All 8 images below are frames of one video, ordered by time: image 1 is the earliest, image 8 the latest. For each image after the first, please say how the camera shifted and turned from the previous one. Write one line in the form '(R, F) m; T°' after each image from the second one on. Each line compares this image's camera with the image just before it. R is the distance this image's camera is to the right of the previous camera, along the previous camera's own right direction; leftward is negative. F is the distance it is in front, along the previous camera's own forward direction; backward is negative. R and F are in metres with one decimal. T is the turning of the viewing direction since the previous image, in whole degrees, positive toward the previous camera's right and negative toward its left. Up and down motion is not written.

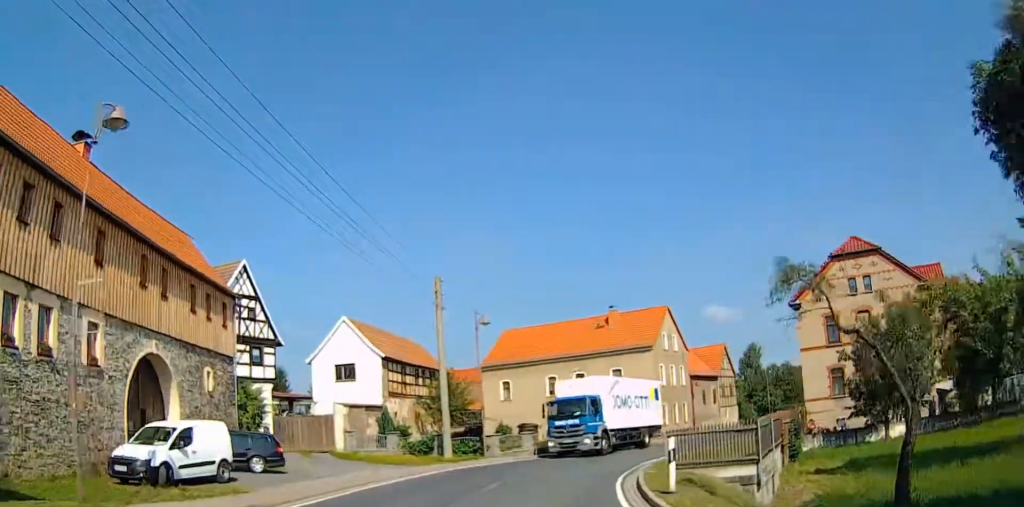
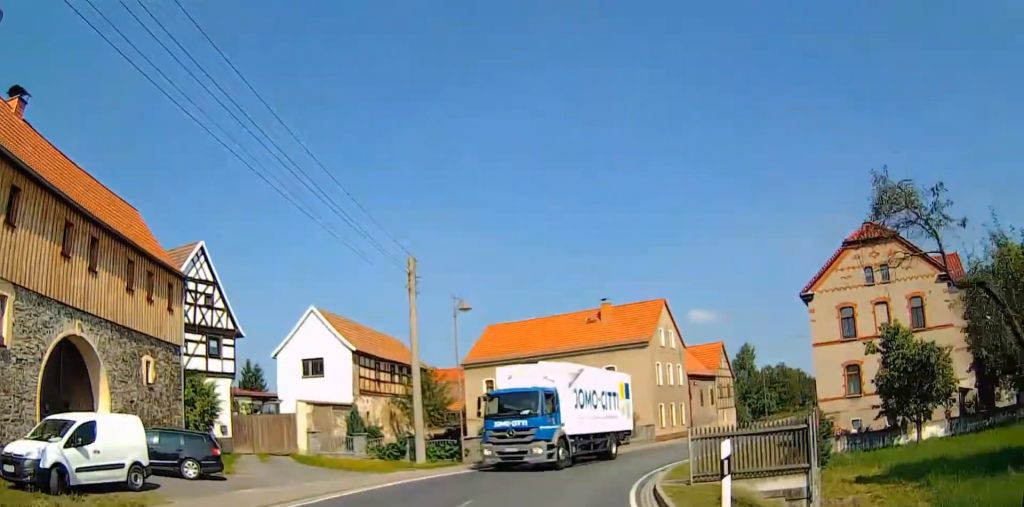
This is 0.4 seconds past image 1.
(0.0, +4.1) m; +2°
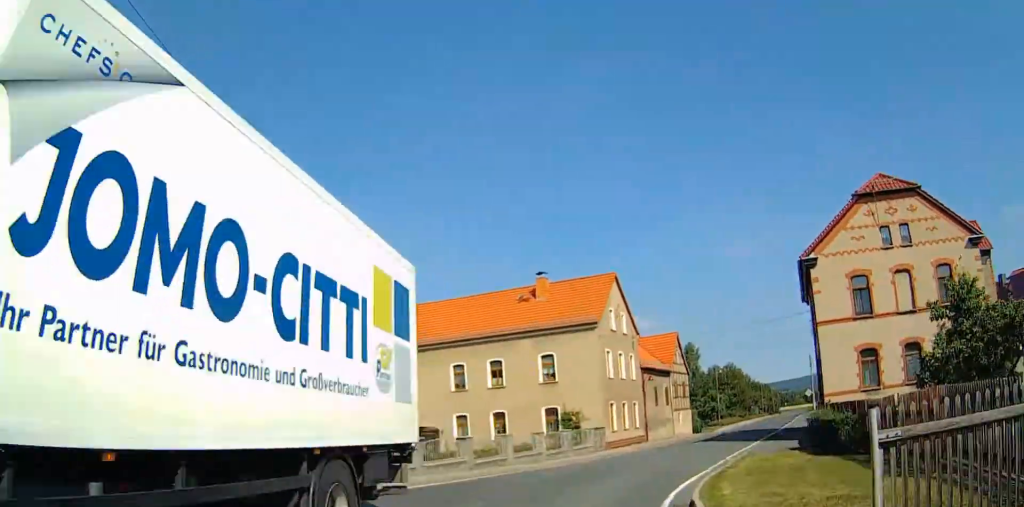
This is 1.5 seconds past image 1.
(+0.2, +10.7) m; +3°
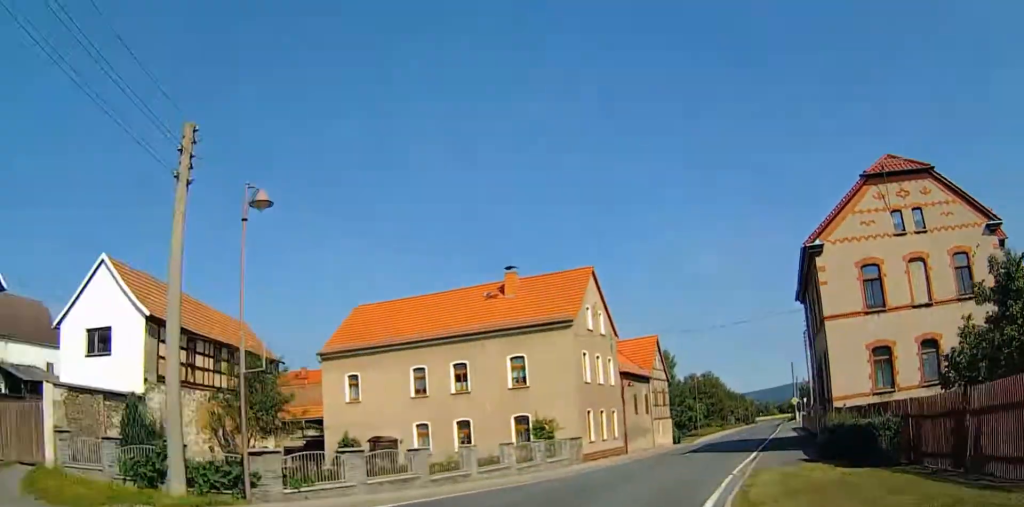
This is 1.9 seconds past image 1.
(-0.1, +4.9) m; +5°
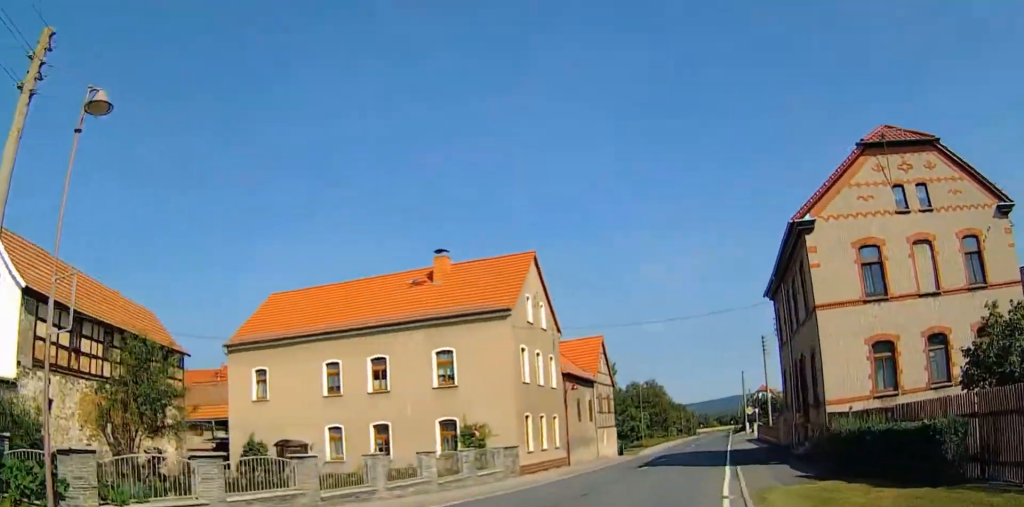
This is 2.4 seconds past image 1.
(-0.2, +6.0) m; +6°
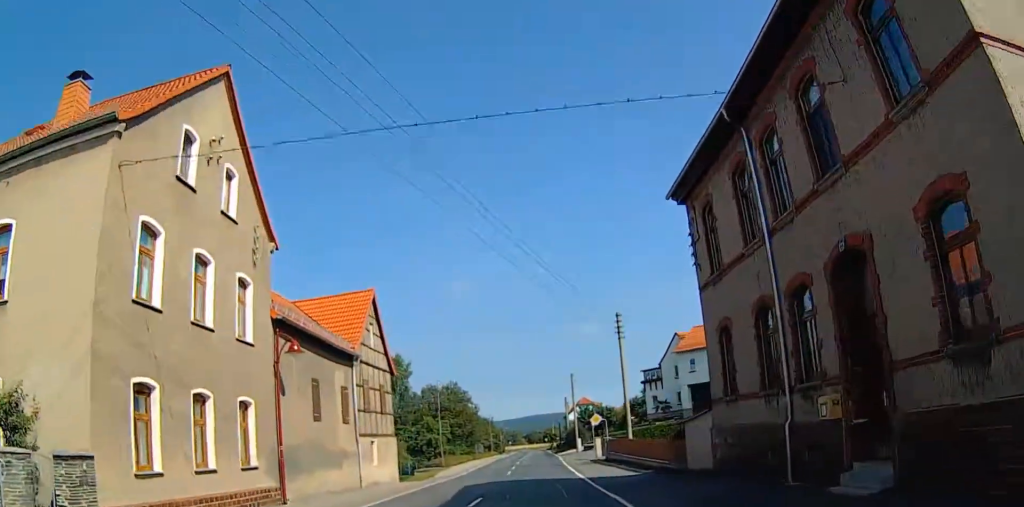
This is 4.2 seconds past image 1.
(+3.4, +21.1) m; +9°
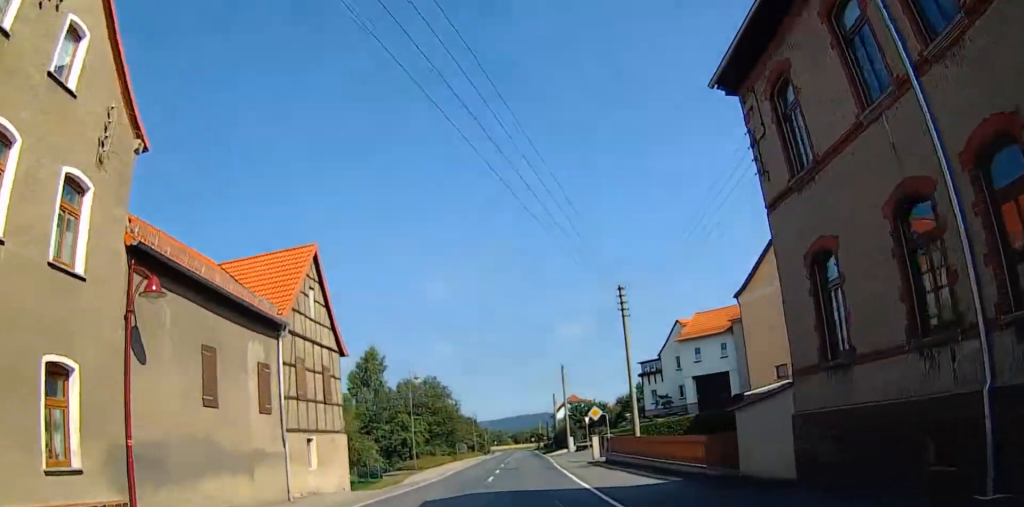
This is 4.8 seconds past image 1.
(0.0, +7.4) m; 0°
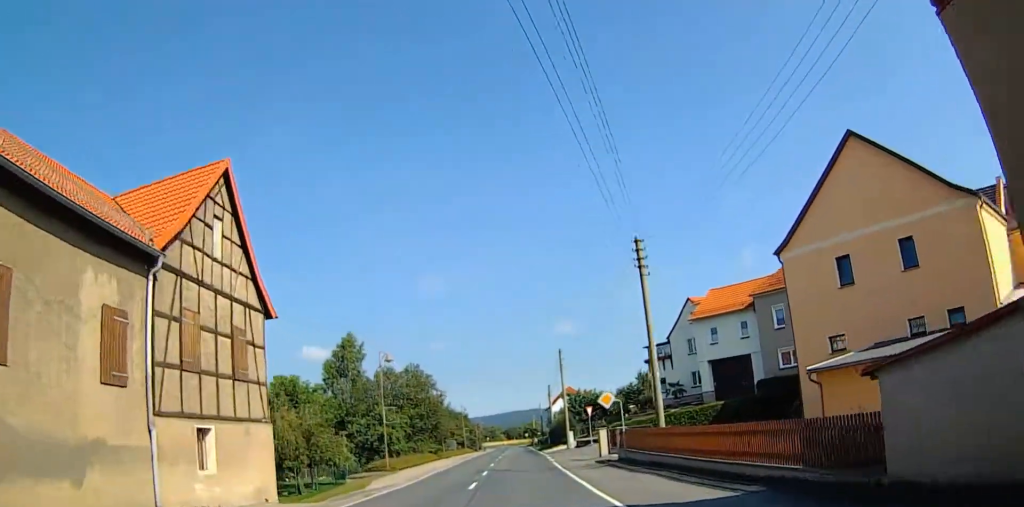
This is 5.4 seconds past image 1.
(0.0, +7.5) m; 0°
